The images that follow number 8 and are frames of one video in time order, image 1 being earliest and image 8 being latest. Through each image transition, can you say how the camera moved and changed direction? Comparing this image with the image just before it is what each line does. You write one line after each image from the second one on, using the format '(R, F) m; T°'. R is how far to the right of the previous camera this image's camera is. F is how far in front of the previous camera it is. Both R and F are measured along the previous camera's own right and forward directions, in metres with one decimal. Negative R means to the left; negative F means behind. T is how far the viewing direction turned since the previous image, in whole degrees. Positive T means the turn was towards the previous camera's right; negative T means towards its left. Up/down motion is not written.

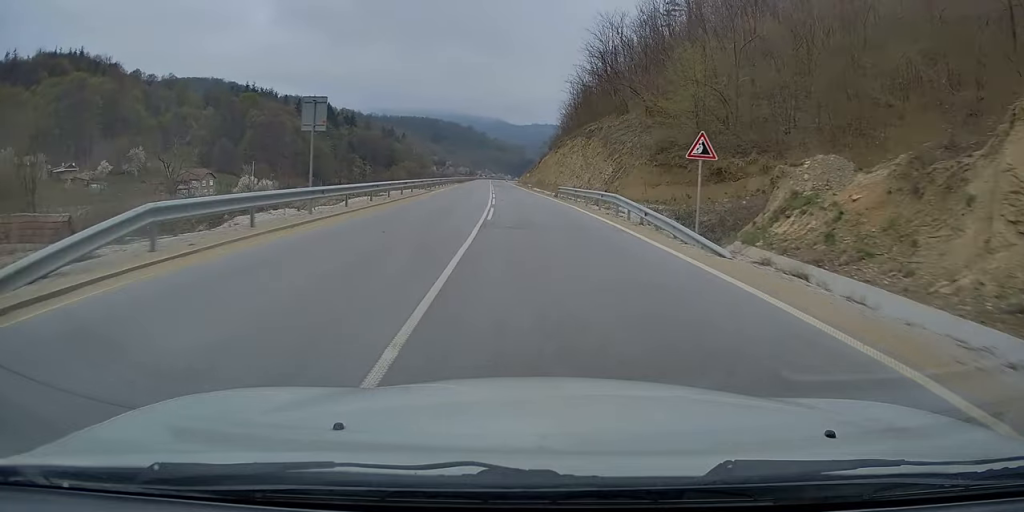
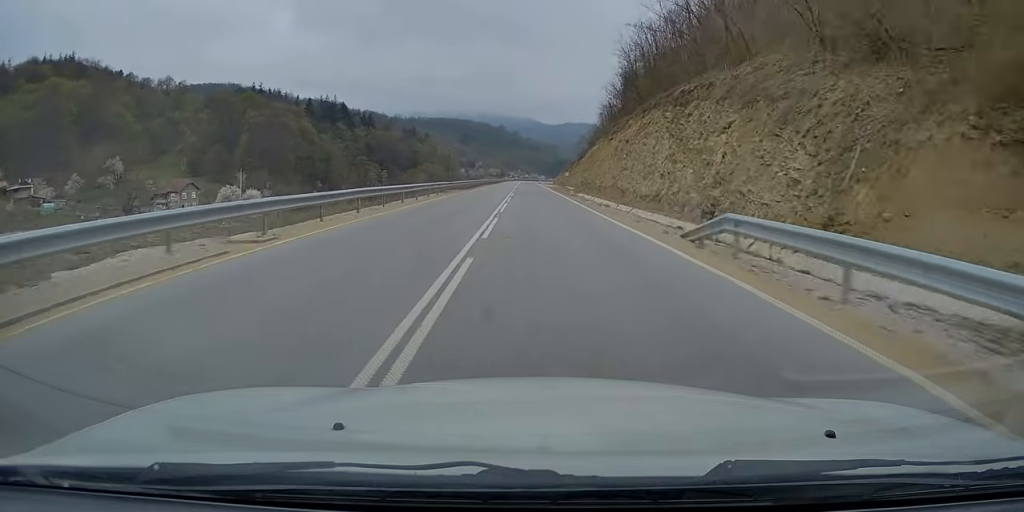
(-0.1, +32.3) m; 0°
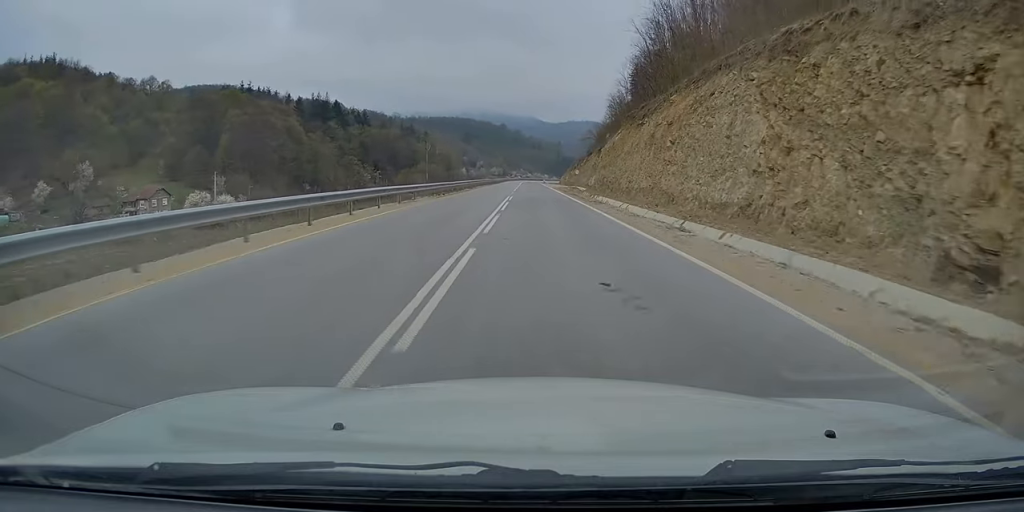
(+0.1, +17.0) m; 0°
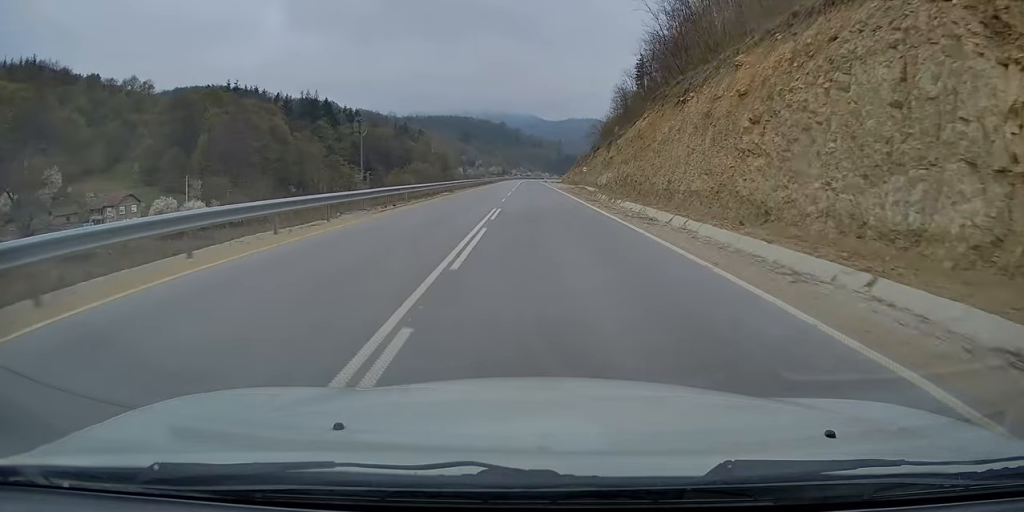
(0.0, +14.4) m; 0°
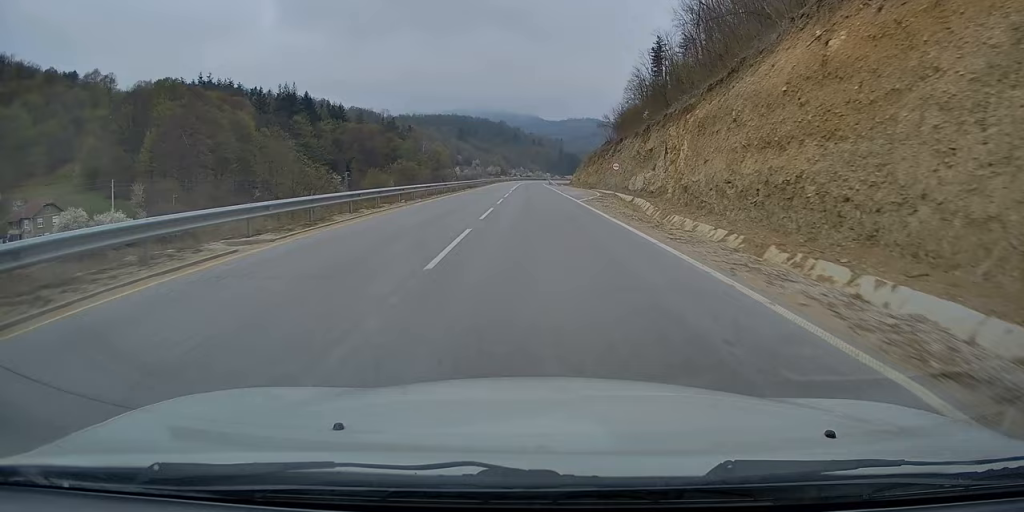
(-0.4, +29.6) m; 0°
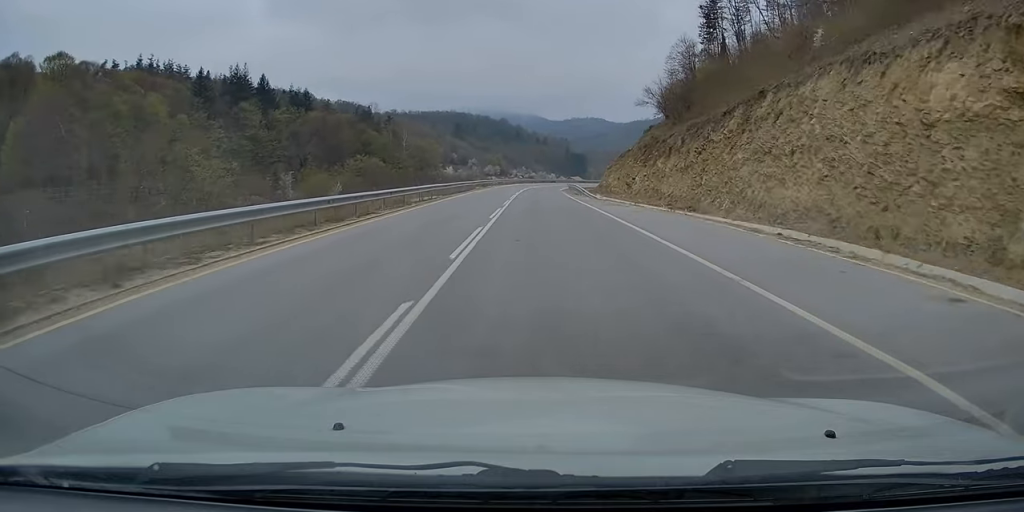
(+0.7, +52.6) m; +1°
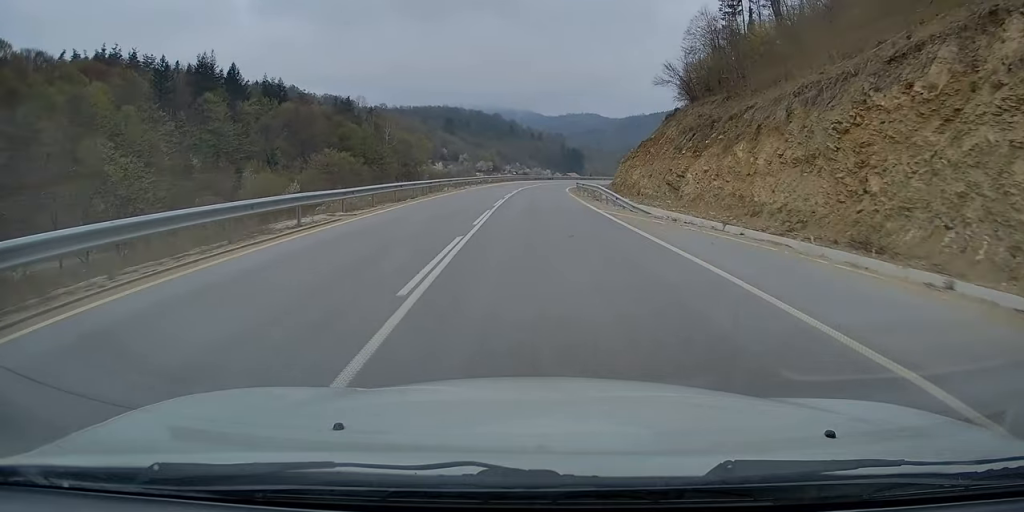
(0.0, +20.6) m; +1°
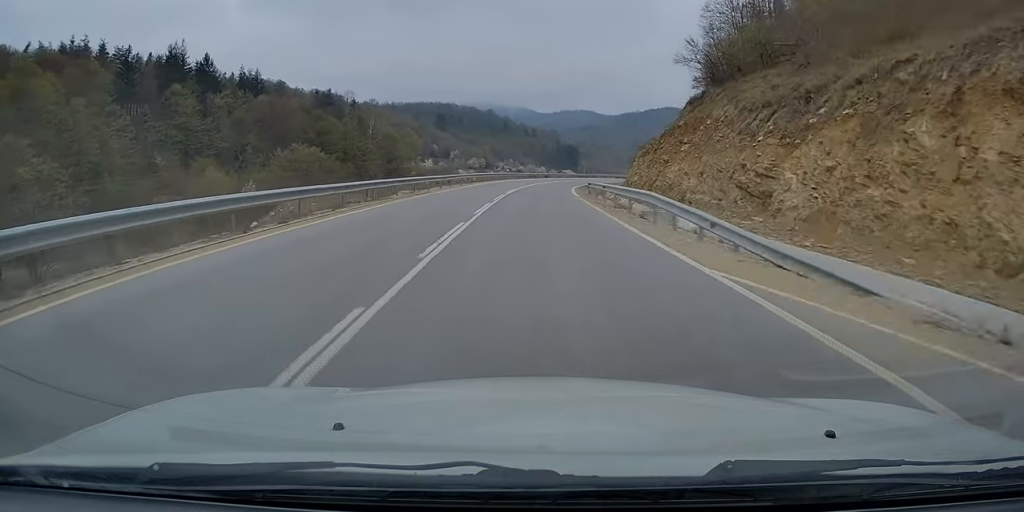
(+0.1, +15.3) m; +1°
